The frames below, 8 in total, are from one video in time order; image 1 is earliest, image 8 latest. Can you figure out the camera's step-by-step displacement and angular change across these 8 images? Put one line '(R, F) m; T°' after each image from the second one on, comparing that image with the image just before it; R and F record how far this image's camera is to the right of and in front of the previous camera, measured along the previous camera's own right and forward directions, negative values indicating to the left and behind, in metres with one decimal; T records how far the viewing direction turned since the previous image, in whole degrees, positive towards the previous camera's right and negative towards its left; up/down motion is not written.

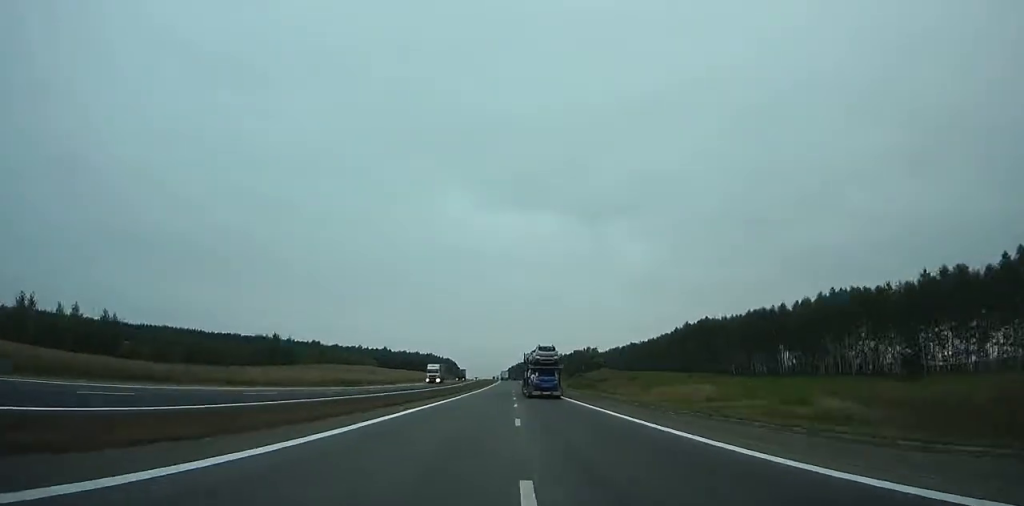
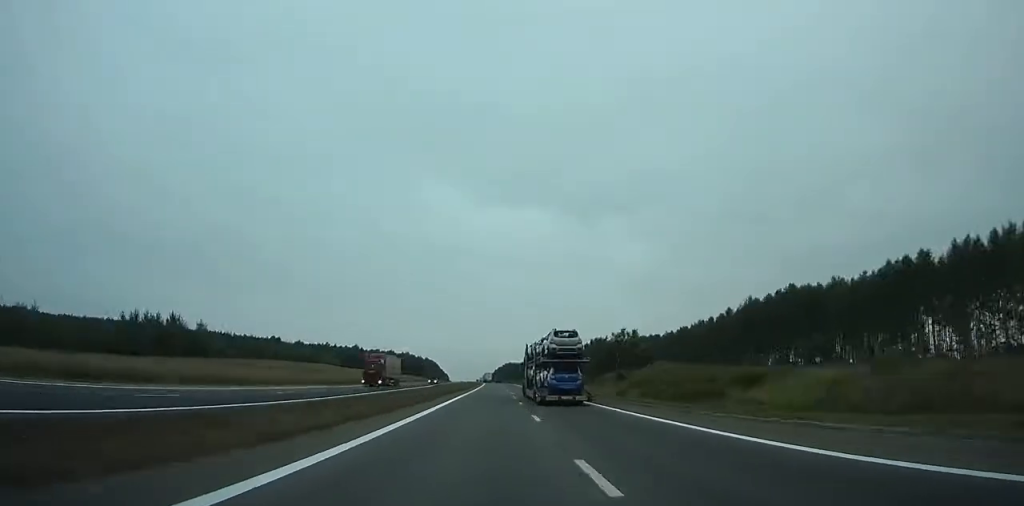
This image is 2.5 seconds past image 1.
(+7.4, +70.1) m; -6°
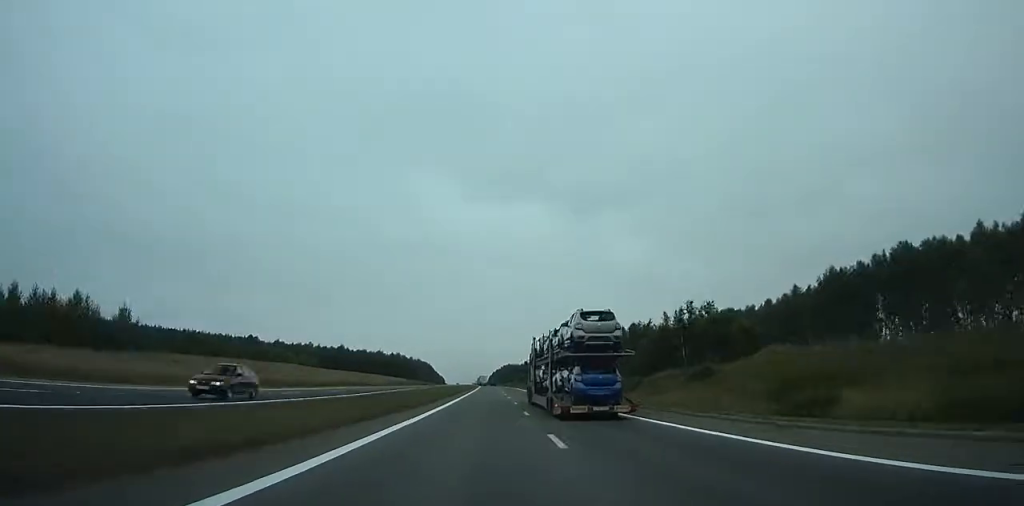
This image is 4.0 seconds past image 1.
(-2.6, +41.7) m; -4°
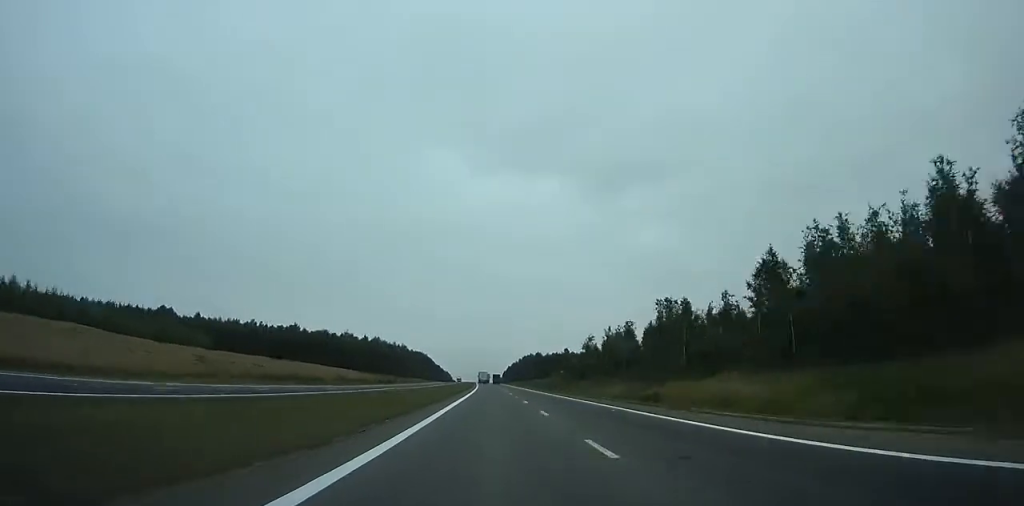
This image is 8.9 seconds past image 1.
(-10.0, +141.8) m; +1°
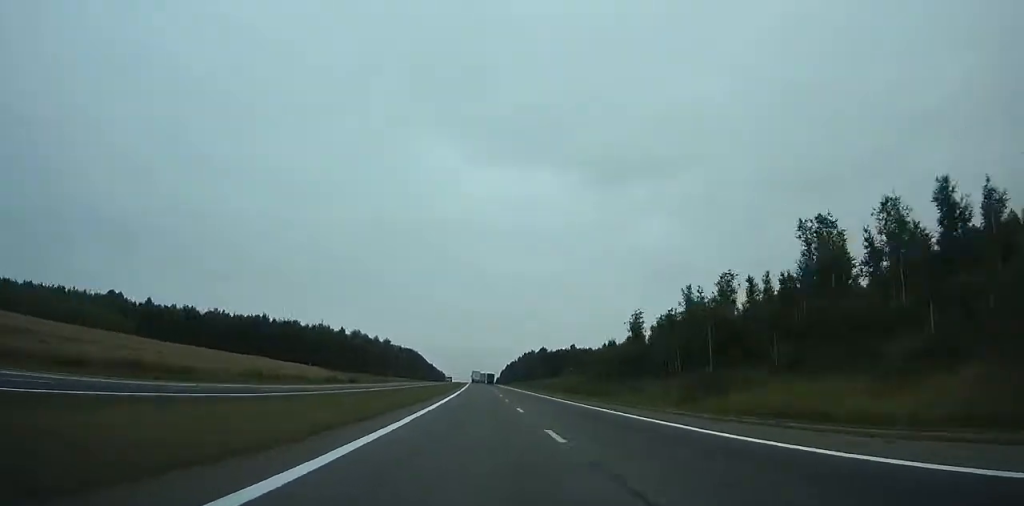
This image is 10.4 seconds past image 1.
(+0.3, +44.4) m; 0°
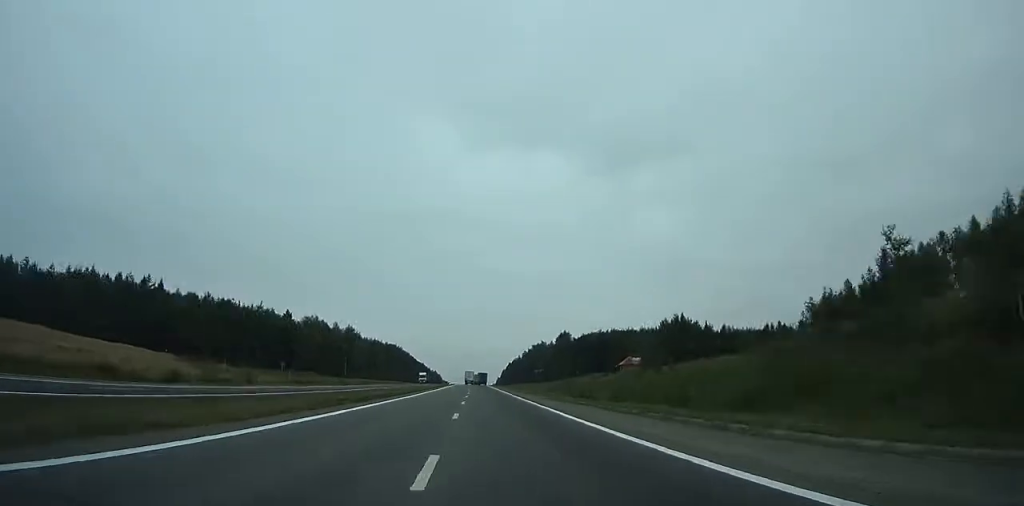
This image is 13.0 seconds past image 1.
(-0.2, +77.0) m; 0°
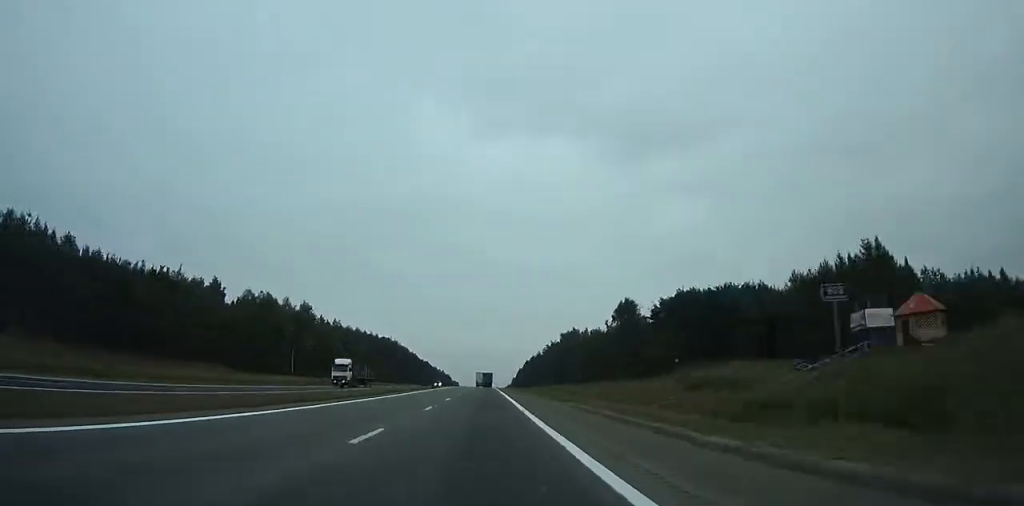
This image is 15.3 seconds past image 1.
(+0.1, +67.8) m; -1°
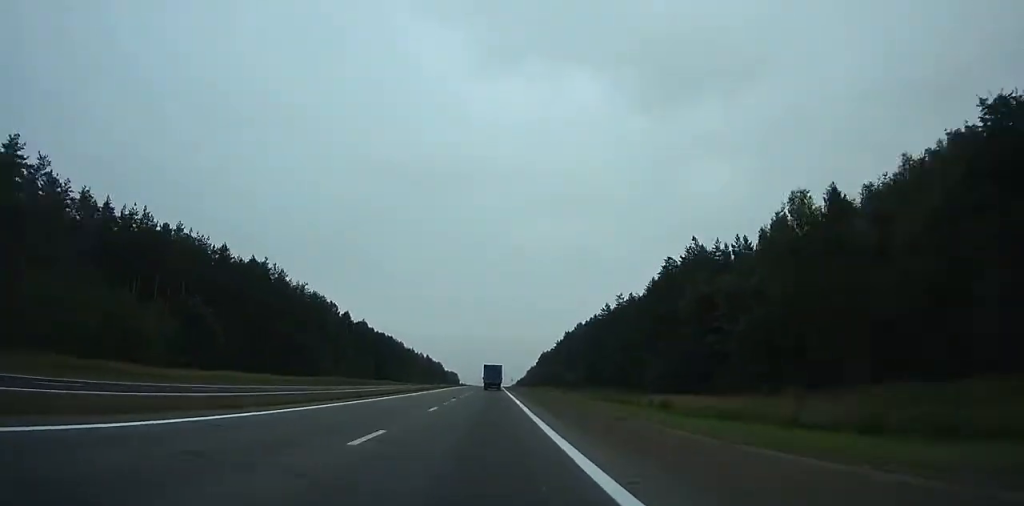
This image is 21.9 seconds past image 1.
(-3.4, +190.5) m; -1°
